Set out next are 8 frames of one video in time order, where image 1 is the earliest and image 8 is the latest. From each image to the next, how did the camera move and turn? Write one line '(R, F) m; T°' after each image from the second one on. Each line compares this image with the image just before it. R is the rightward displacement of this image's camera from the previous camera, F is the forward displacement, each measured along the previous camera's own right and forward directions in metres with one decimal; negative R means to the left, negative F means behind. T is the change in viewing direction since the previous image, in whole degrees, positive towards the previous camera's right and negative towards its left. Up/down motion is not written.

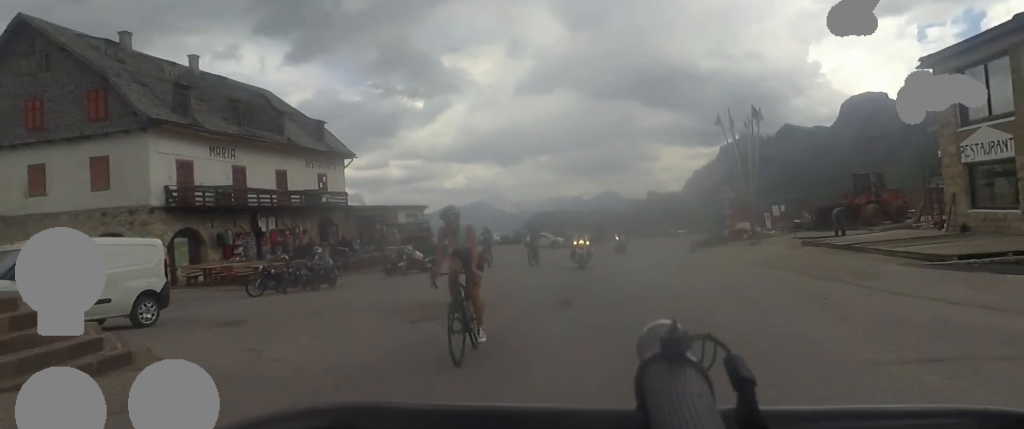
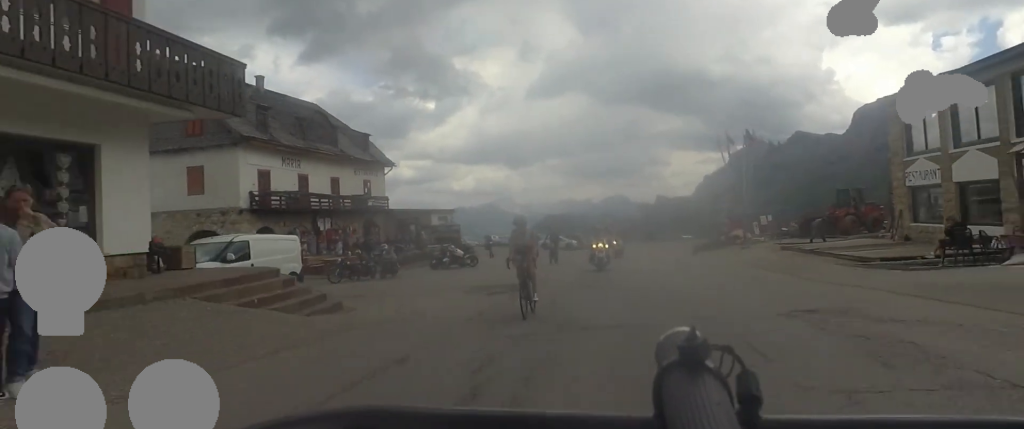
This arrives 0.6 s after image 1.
(+0.8, +5.2) m; 0°
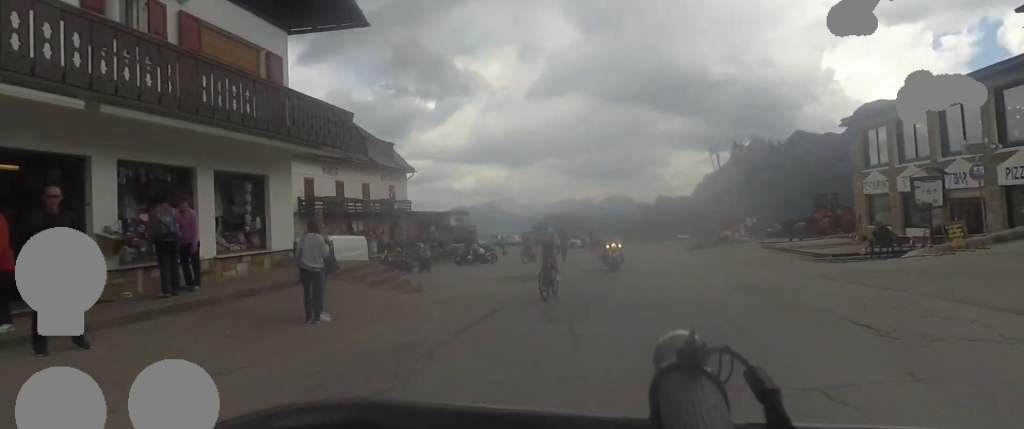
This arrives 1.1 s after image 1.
(+0.1, +4.6) m; -2°
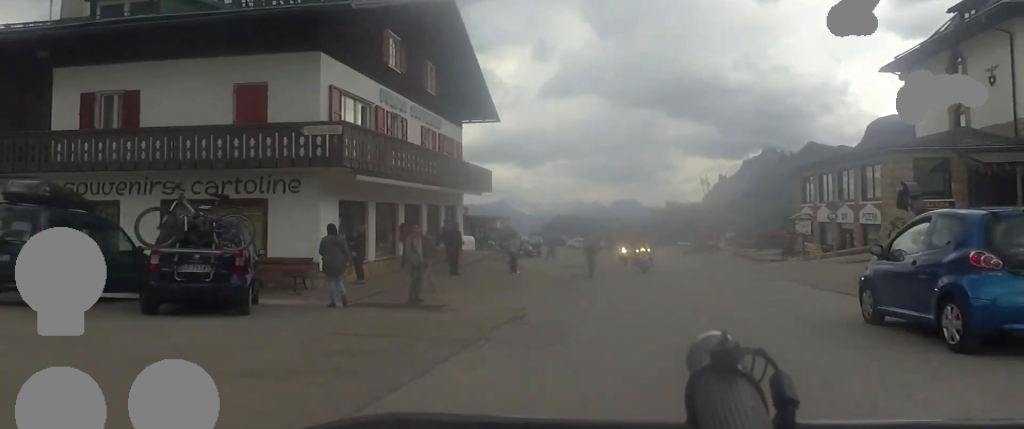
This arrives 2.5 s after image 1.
(-1.7, +13.9) m; -1°
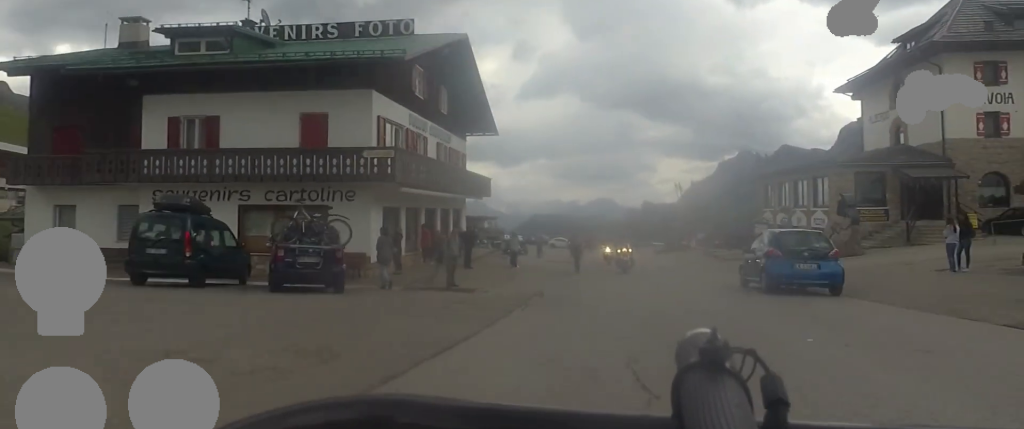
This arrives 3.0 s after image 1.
(-0.1, +4.2) m; +4°
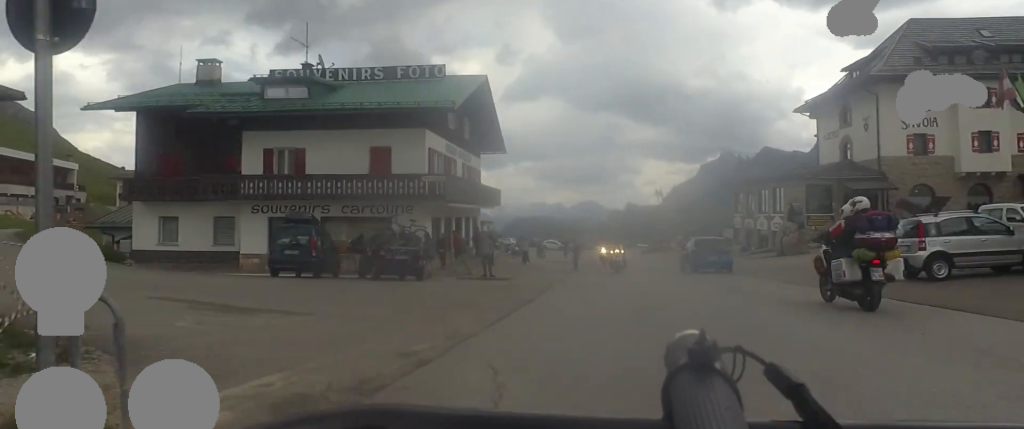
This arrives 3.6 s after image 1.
(+0.9, +6.2) m; +5°
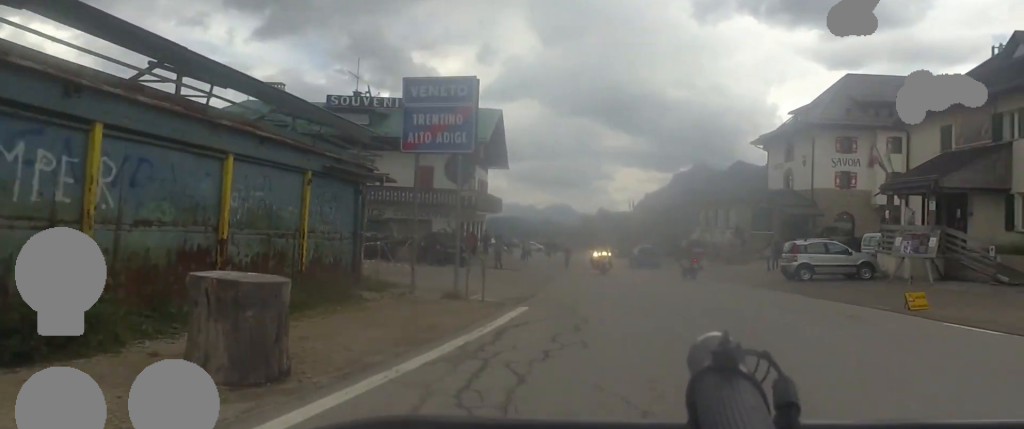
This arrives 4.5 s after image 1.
(+0.2, +8.8) m; +3°
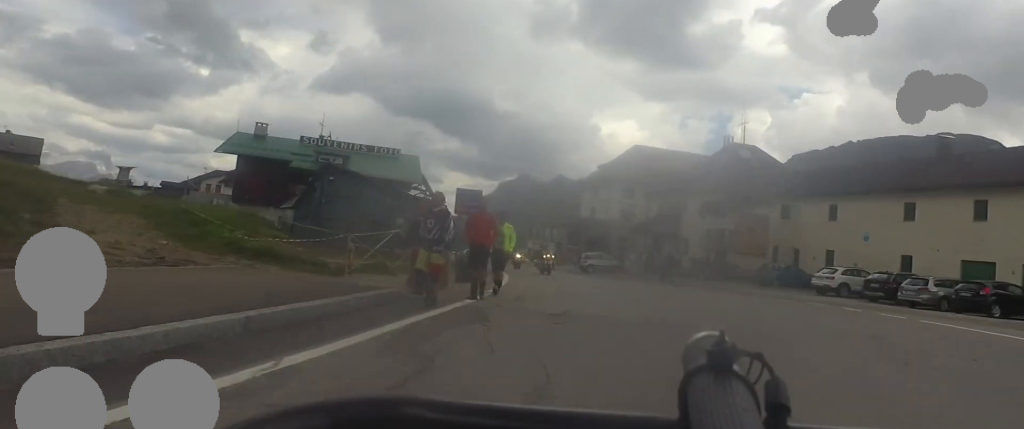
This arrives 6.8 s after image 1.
(+2.3, +23.7) m; +14°
